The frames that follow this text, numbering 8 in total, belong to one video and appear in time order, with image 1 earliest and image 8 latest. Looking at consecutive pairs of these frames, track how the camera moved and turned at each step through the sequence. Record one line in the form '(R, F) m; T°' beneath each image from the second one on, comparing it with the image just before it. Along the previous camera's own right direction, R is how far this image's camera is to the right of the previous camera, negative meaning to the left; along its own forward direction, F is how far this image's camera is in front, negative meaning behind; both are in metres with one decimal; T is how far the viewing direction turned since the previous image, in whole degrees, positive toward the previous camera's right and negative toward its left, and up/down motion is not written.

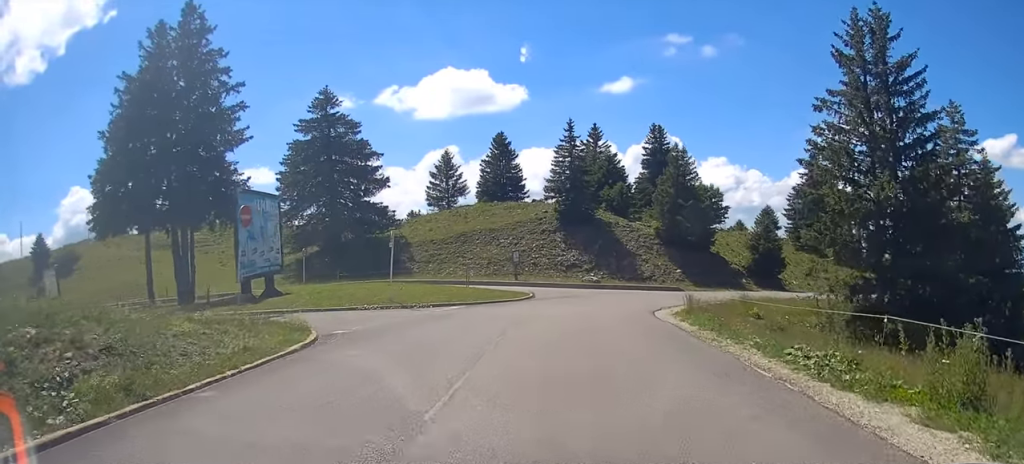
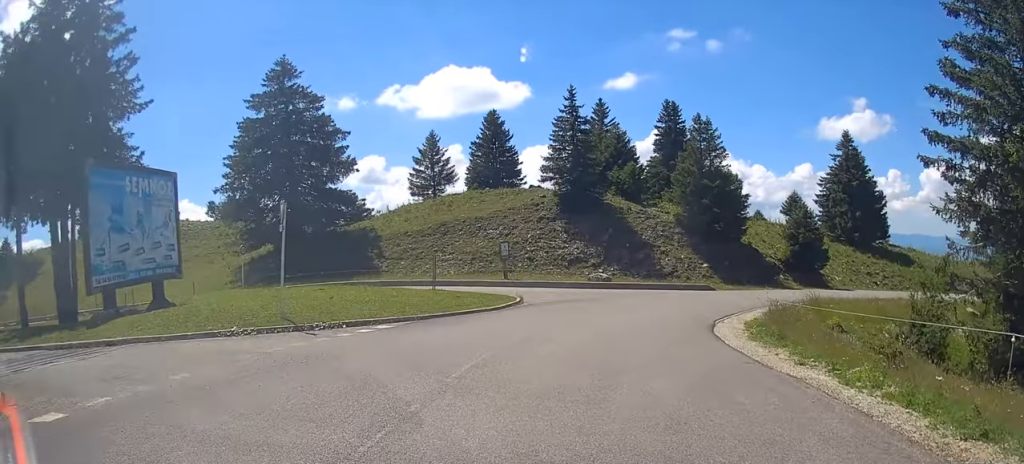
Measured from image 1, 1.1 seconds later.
(-0.1, +10.8) m; +3°
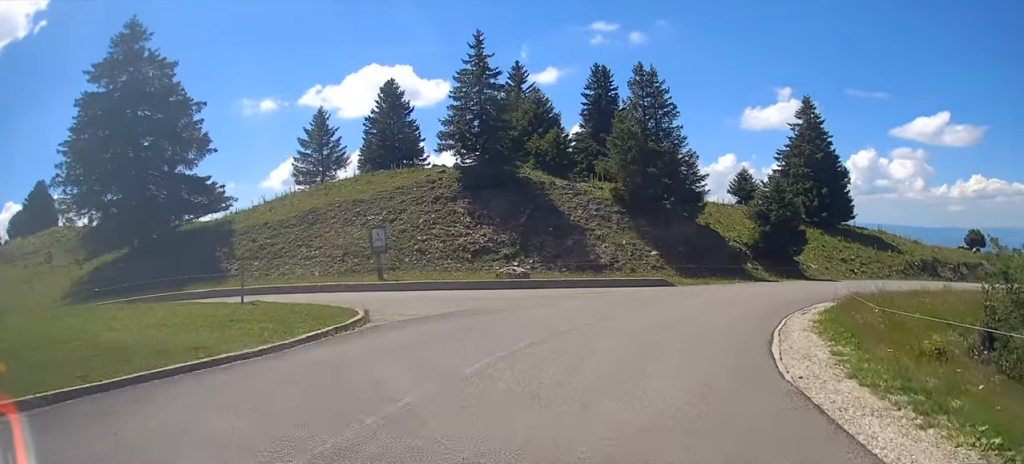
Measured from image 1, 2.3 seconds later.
(+1.0, +12.4) m; +8°
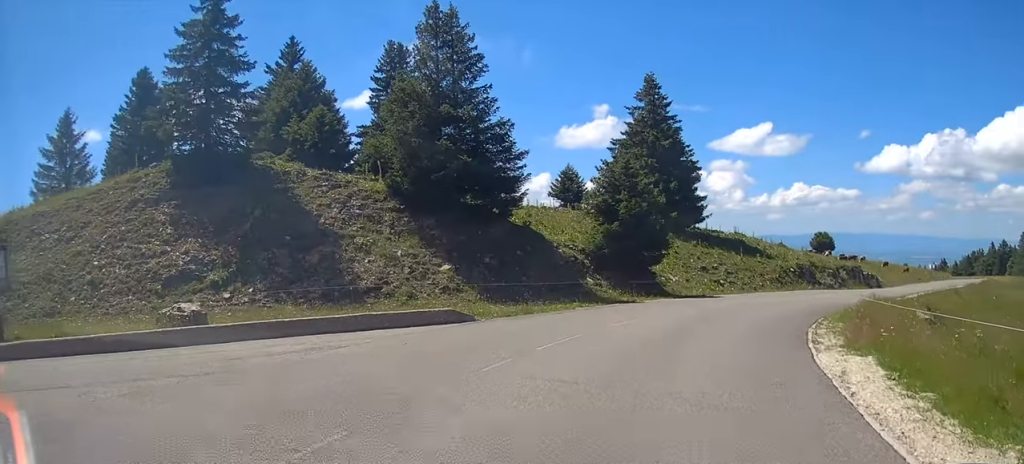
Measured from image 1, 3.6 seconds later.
(+0.7, +14.0) m; +12°
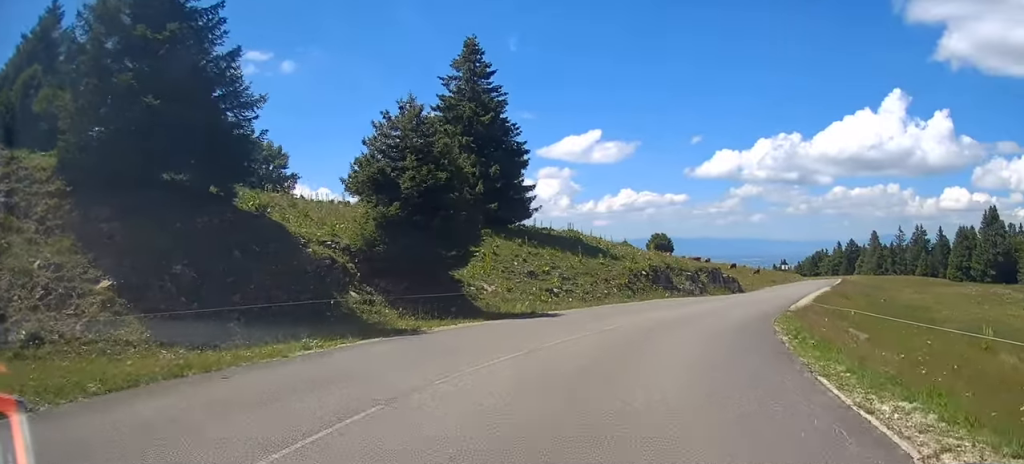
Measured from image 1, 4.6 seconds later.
(+1.6, +11.3) m; +15°
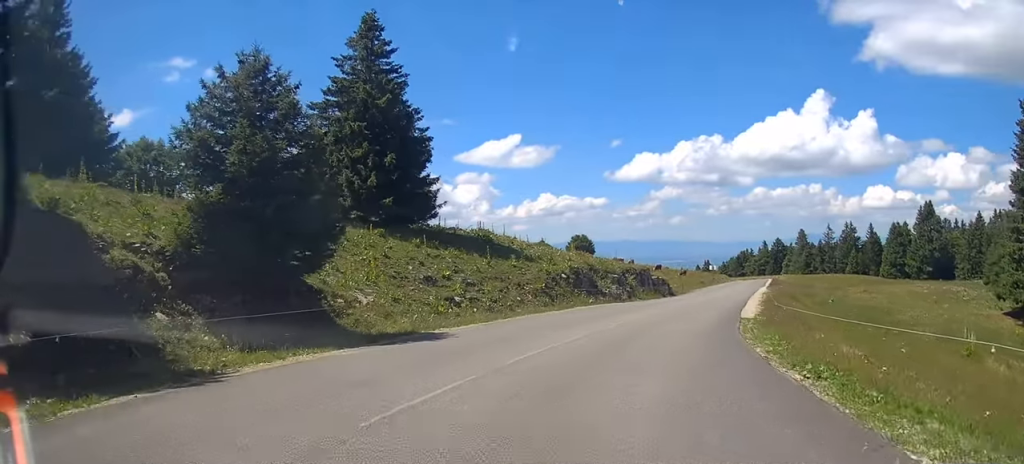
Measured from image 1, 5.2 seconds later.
(+0.7, +6.0) m; +5°
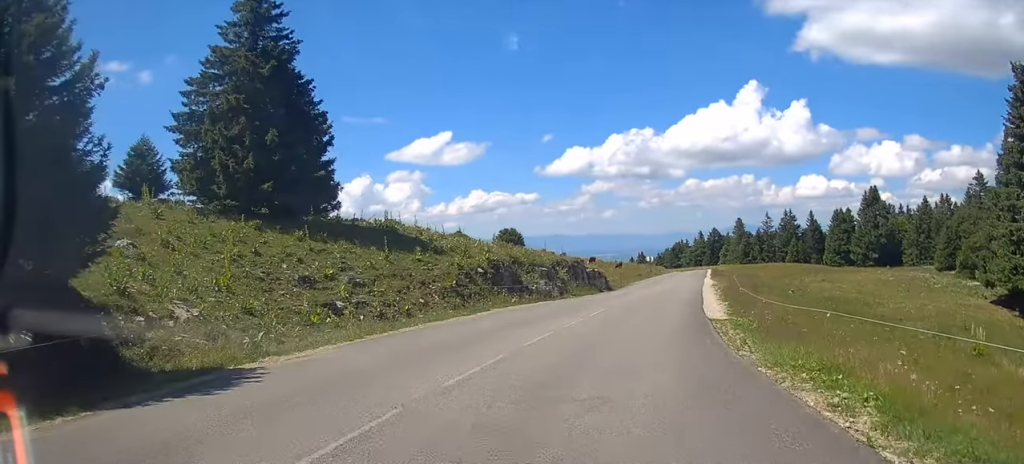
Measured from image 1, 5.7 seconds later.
(+0.2, +6.2) m; +5°
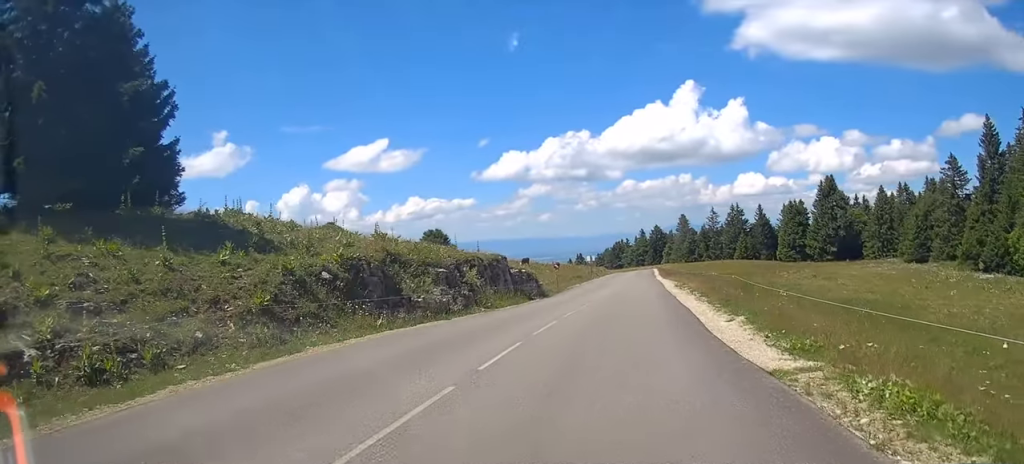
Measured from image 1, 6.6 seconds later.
(+0.6, +11.2) m; +6°
